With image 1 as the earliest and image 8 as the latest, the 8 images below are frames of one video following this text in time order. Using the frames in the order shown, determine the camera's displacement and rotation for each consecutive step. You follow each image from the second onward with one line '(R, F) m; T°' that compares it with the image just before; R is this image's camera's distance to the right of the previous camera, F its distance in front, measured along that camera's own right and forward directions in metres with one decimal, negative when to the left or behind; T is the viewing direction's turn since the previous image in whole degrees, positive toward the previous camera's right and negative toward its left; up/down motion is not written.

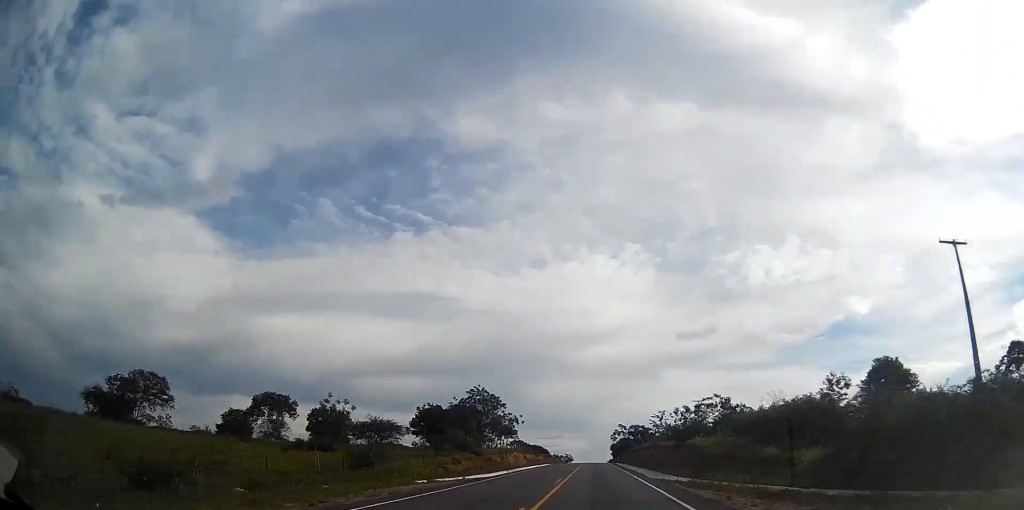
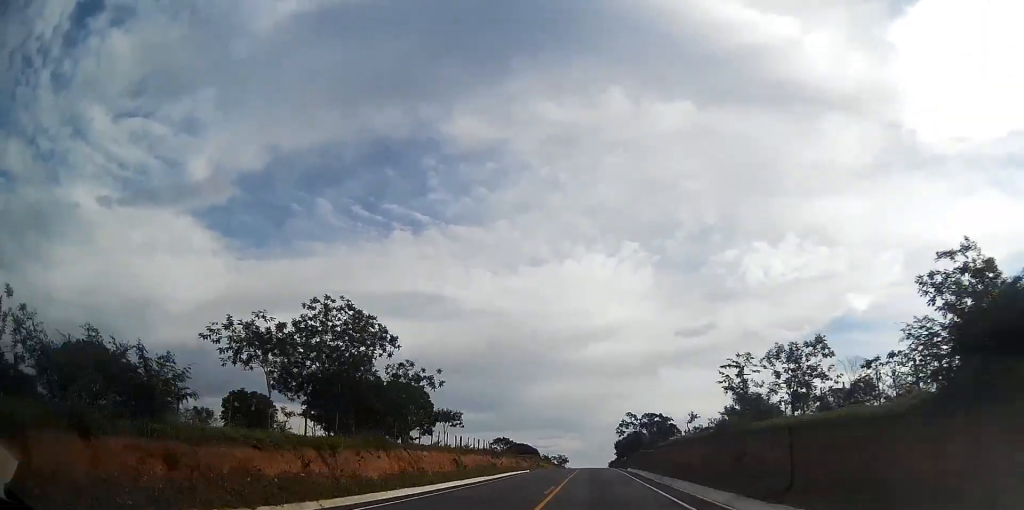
(0.0, +37.4) m; 0°
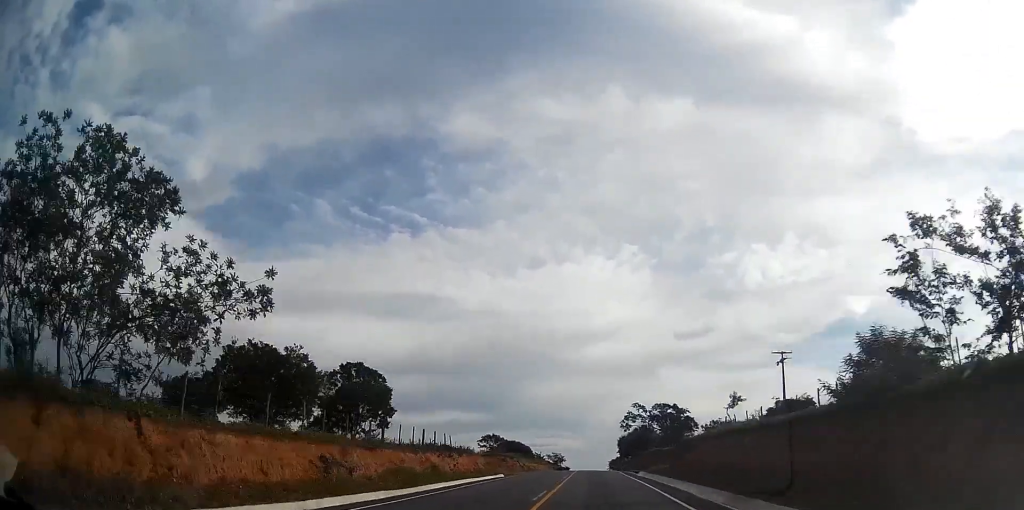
(0.0, +19.4) m; 0°
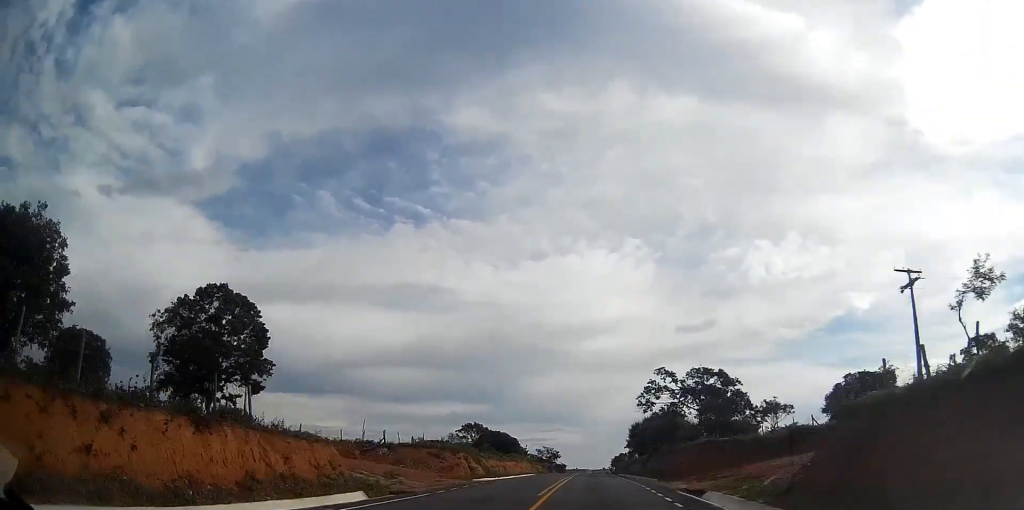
(0.0, +29.0) m; 0°
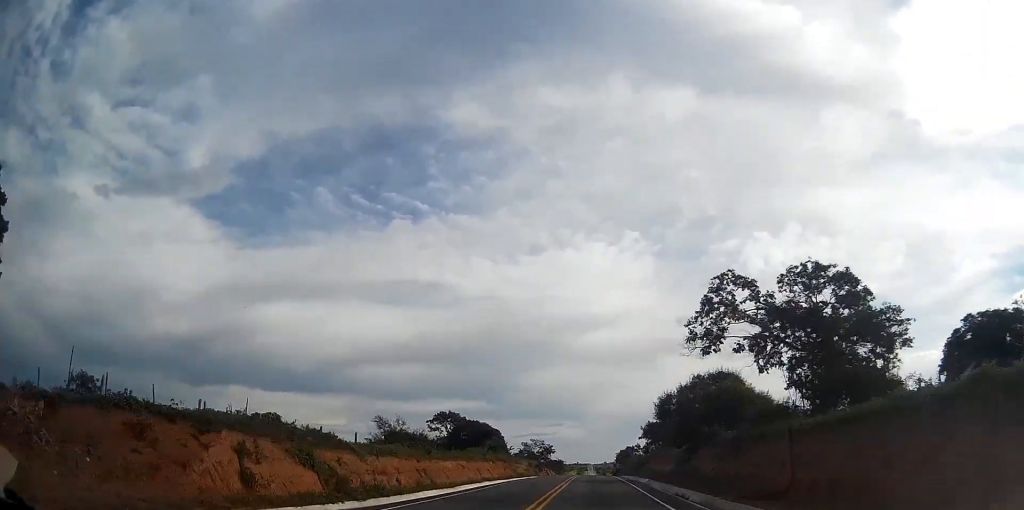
(+0.2, +28.9) m; 0°
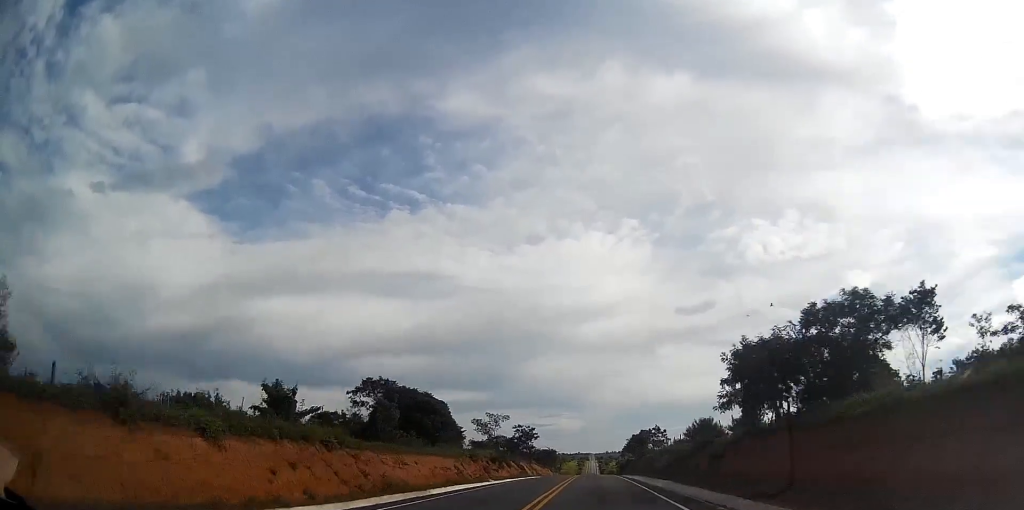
(0.0, +41.3) m; 0°
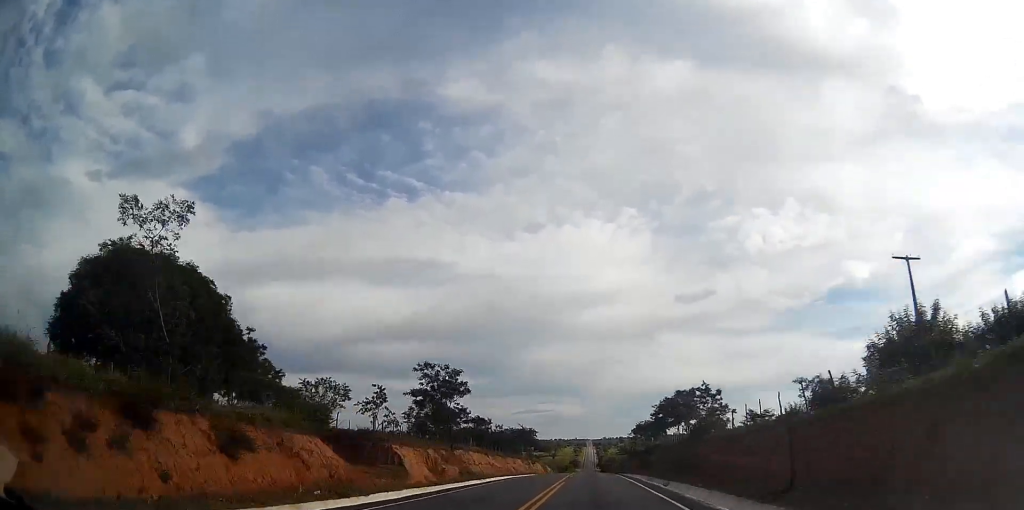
(-0.3, +50.3) m; 0°
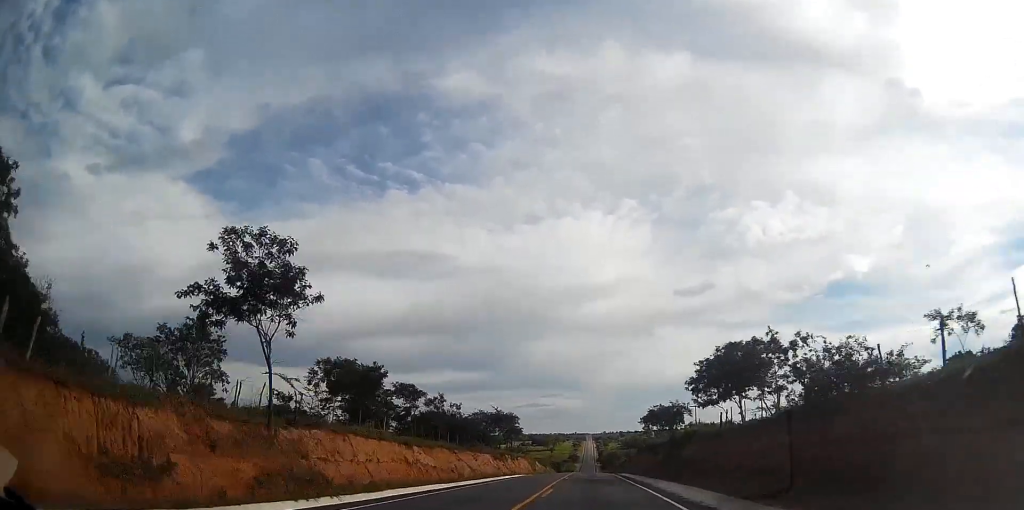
(+0.1, +21.9) m; 0°
